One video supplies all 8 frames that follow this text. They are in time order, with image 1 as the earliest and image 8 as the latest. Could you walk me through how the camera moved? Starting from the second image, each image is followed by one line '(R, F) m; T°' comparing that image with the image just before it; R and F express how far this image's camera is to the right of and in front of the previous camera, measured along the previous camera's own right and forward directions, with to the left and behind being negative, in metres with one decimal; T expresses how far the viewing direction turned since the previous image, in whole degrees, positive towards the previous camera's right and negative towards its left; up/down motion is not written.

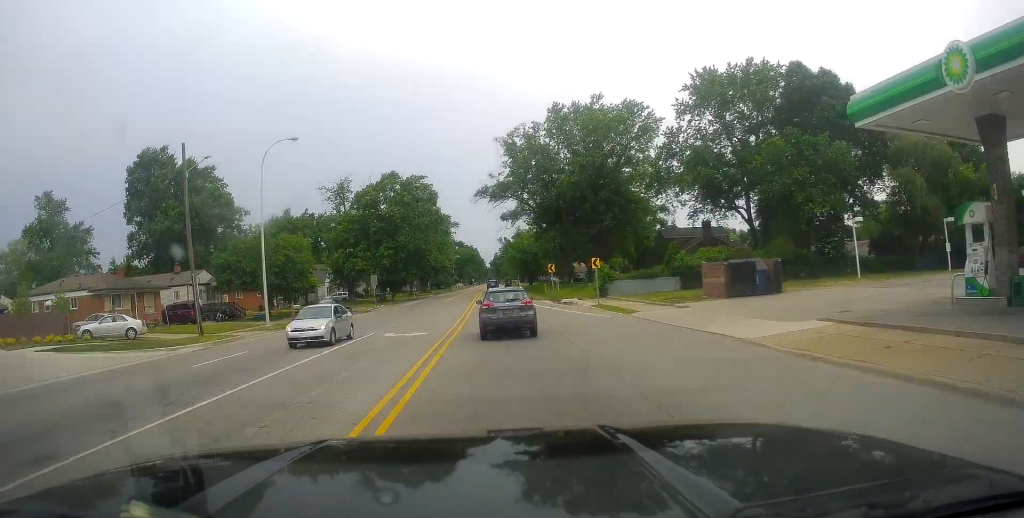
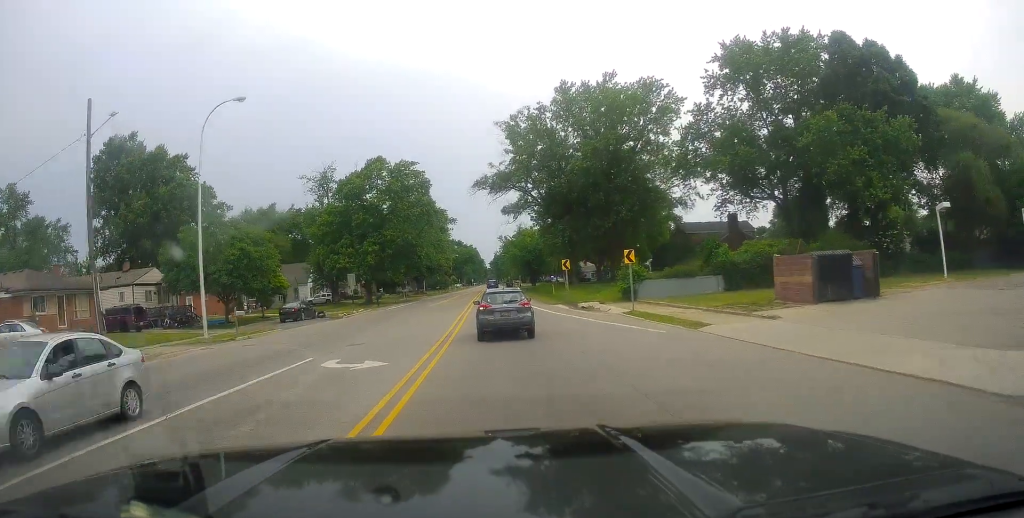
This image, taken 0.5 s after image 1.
(+0.2, +8.9) m; +1°
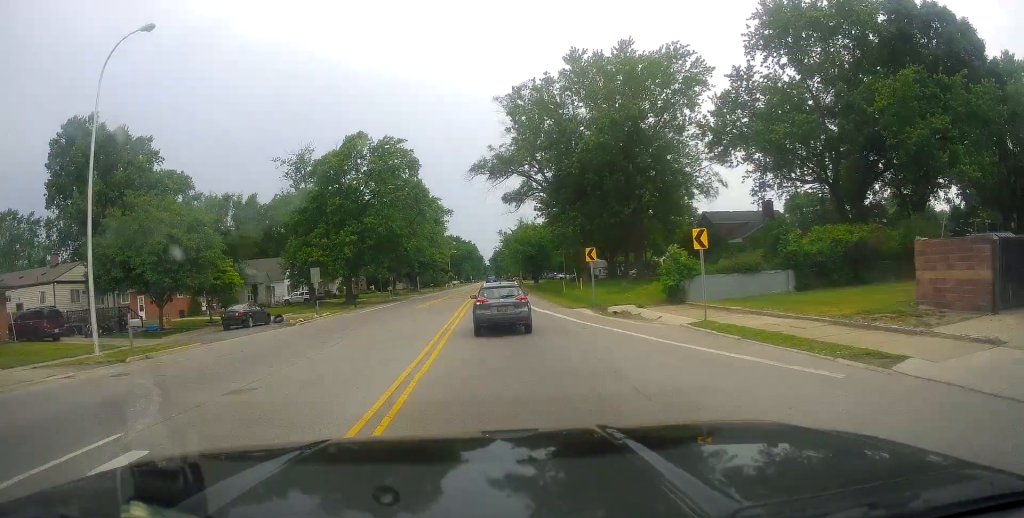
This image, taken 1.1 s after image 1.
(+0.1, +9.5) m; 0°
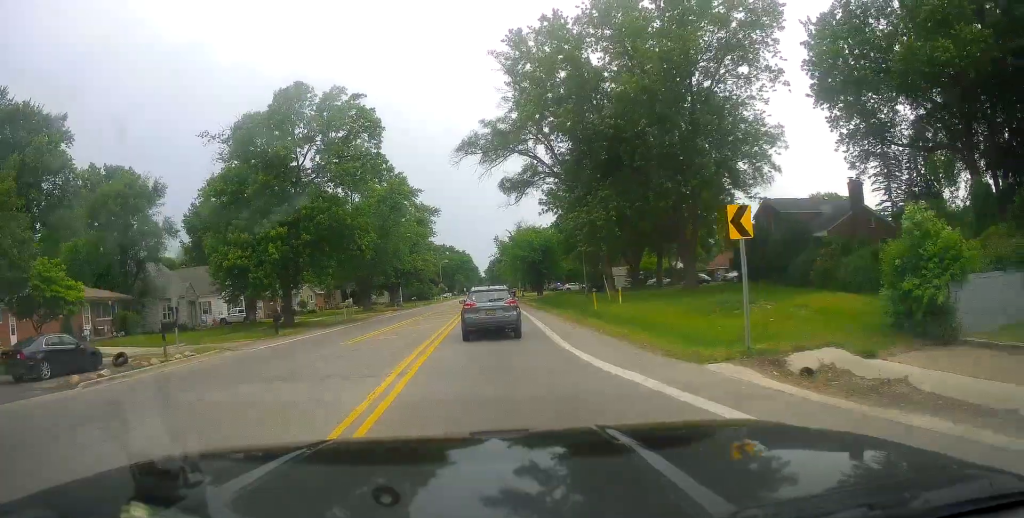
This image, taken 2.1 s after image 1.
(-0.1, +17.7) m; -2°
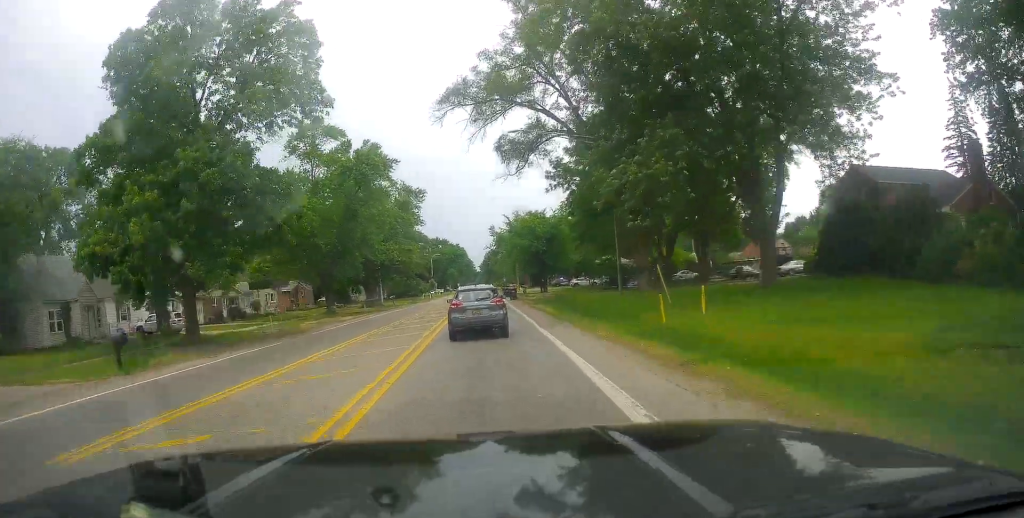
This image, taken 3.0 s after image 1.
(-0.7, +15.1) m; 0°
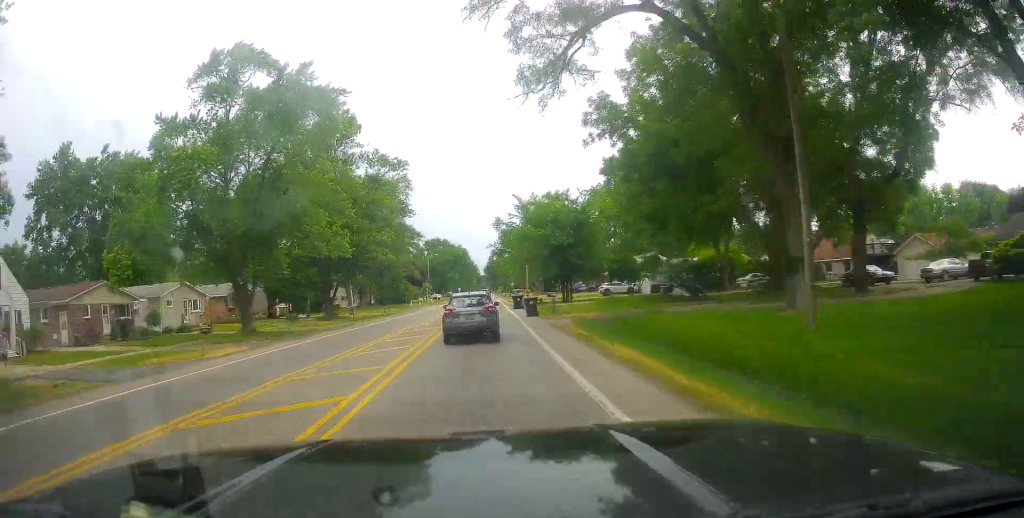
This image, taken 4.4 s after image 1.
(+1.0, +21.4) m; +3°
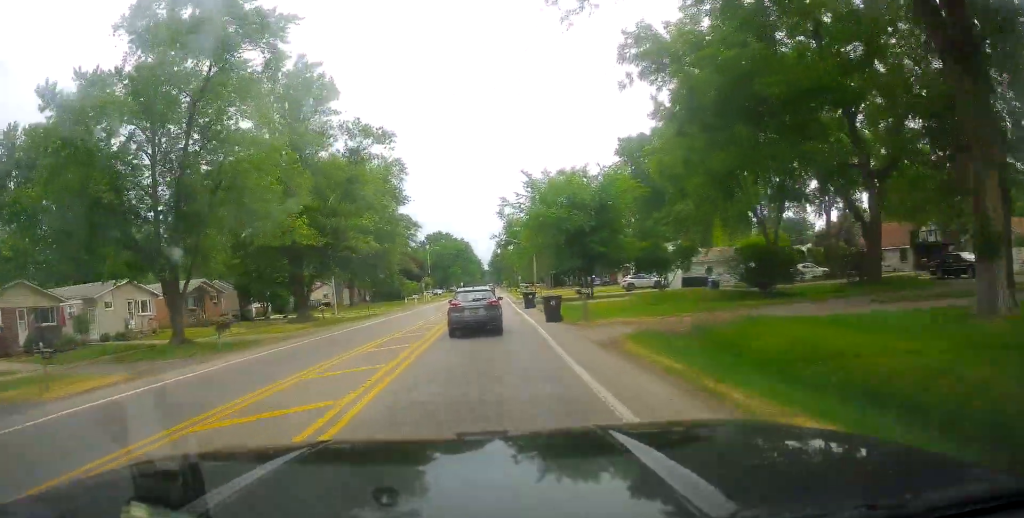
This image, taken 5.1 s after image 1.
(0.0, +9.7) m; 0°
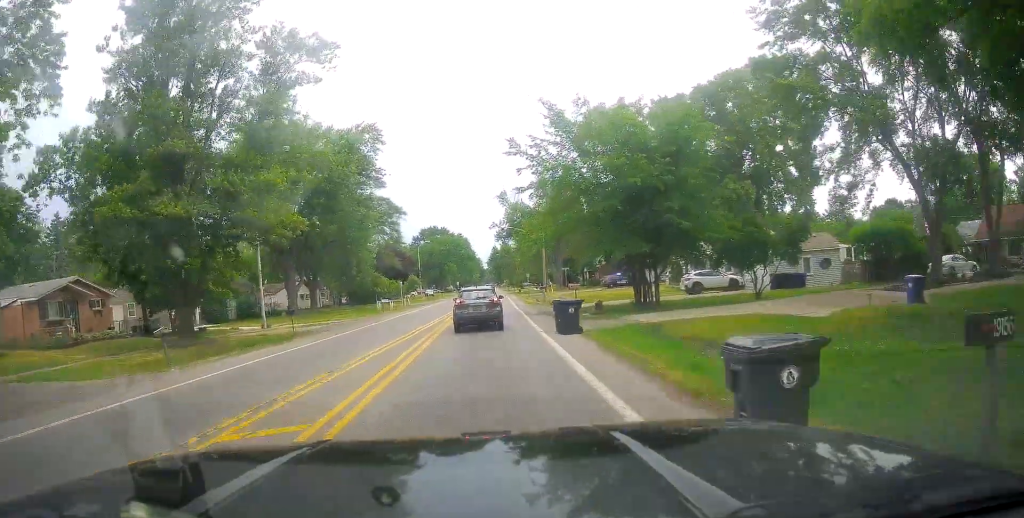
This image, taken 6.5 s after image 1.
(0.0, +19.1) m; -2°
